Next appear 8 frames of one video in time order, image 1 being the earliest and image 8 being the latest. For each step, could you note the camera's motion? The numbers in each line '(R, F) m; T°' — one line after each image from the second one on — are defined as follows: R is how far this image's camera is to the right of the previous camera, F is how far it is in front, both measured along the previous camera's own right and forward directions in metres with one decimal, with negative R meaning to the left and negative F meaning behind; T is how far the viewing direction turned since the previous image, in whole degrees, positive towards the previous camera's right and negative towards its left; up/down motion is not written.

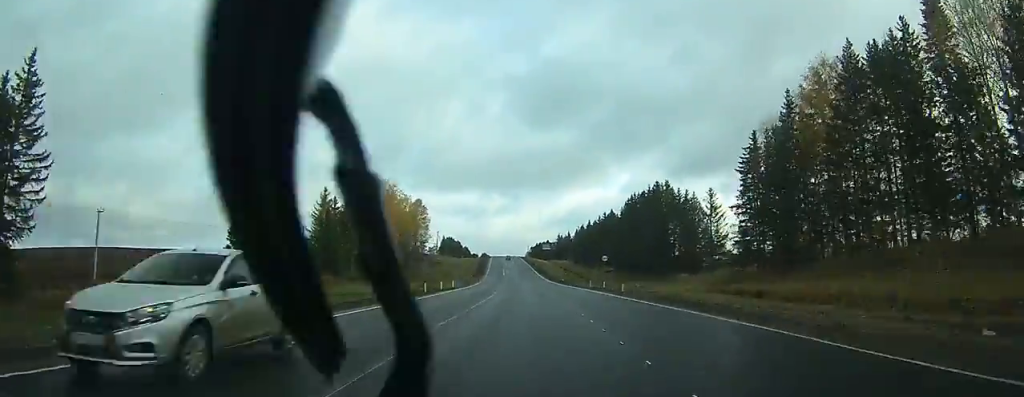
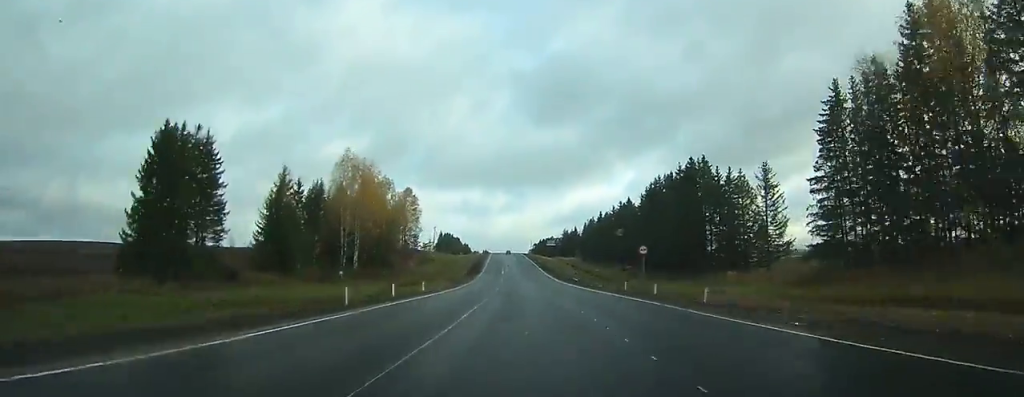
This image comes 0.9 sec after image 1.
(0.0, +20.8) m; 0°
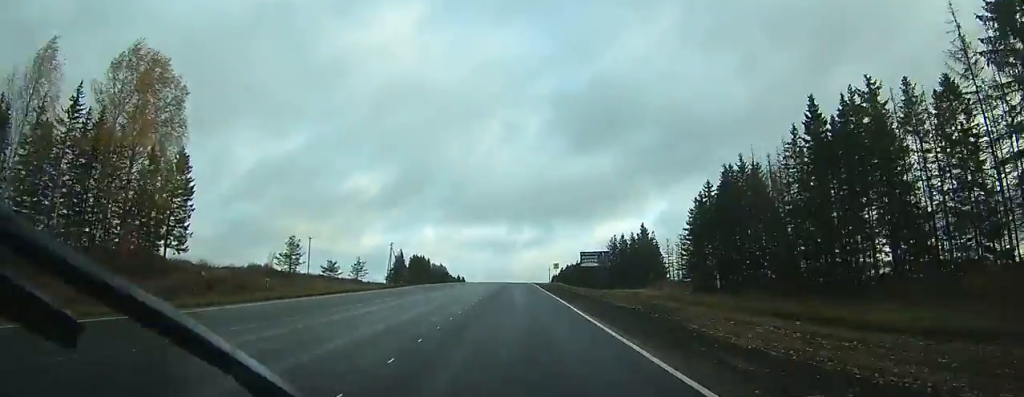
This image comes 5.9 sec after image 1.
(+0.4, +119.9) m; -1°
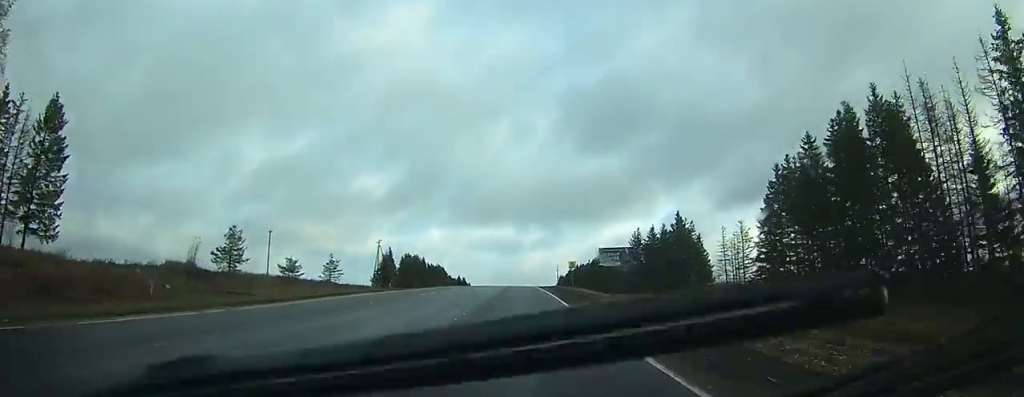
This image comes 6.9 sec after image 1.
(-0.3, +23.2) m; -1°
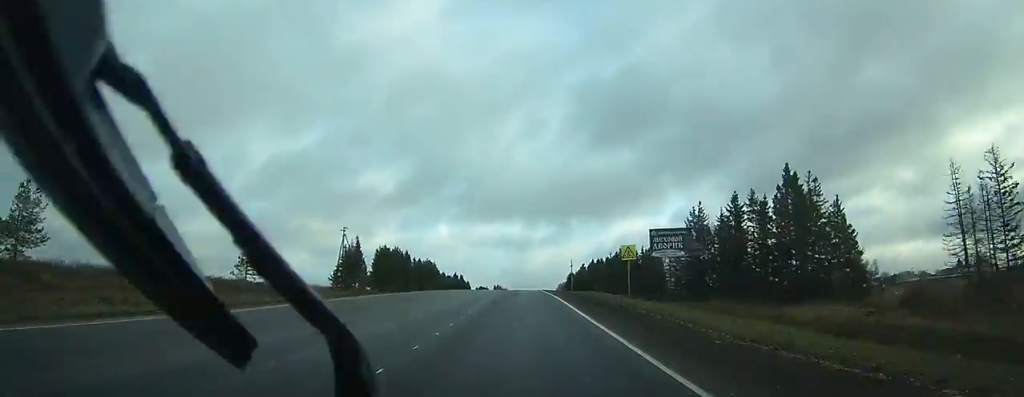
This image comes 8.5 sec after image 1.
(-0.4, +38.3) m; -1°
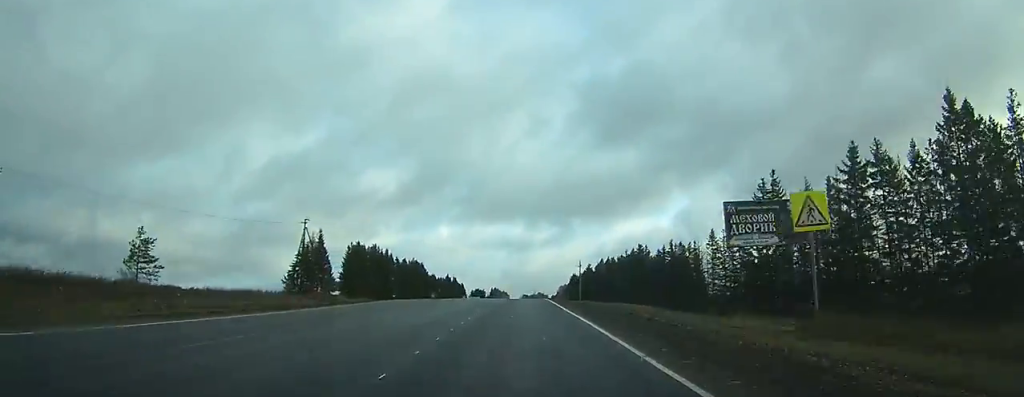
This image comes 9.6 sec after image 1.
(-0.1, +24.1) m; 0°
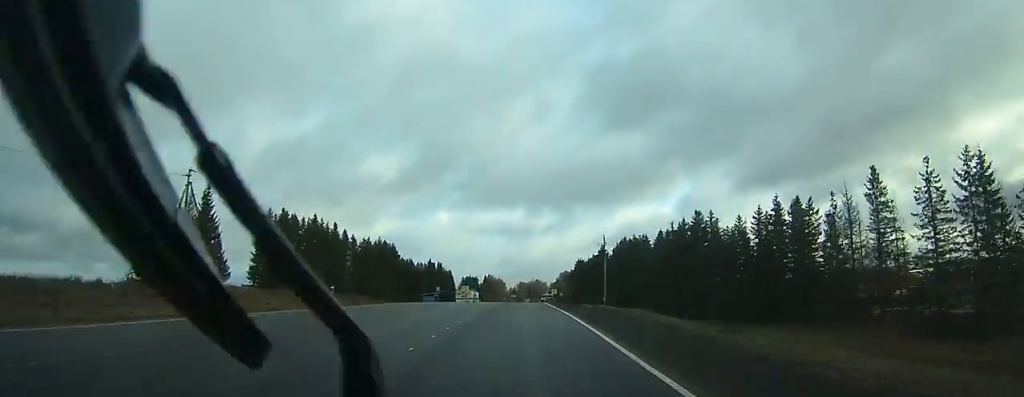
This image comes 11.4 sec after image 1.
(+0.1, +40.0) m; 0°
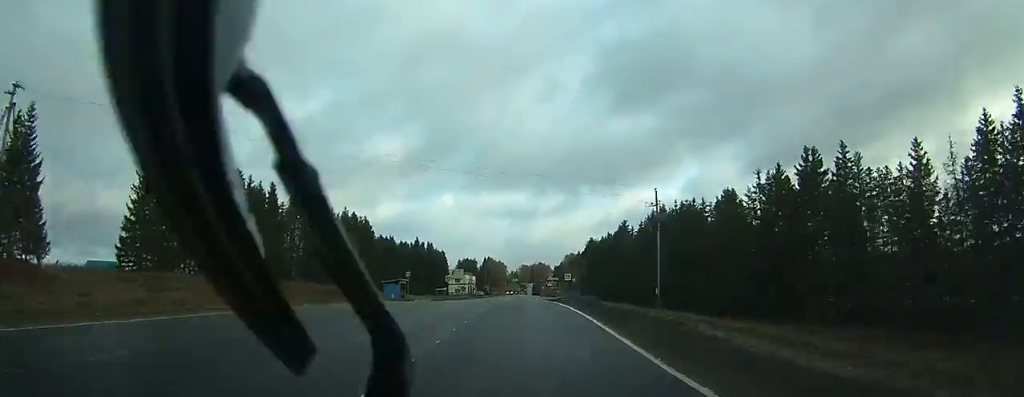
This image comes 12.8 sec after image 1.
(-0.1, +30.6) m; 0°
